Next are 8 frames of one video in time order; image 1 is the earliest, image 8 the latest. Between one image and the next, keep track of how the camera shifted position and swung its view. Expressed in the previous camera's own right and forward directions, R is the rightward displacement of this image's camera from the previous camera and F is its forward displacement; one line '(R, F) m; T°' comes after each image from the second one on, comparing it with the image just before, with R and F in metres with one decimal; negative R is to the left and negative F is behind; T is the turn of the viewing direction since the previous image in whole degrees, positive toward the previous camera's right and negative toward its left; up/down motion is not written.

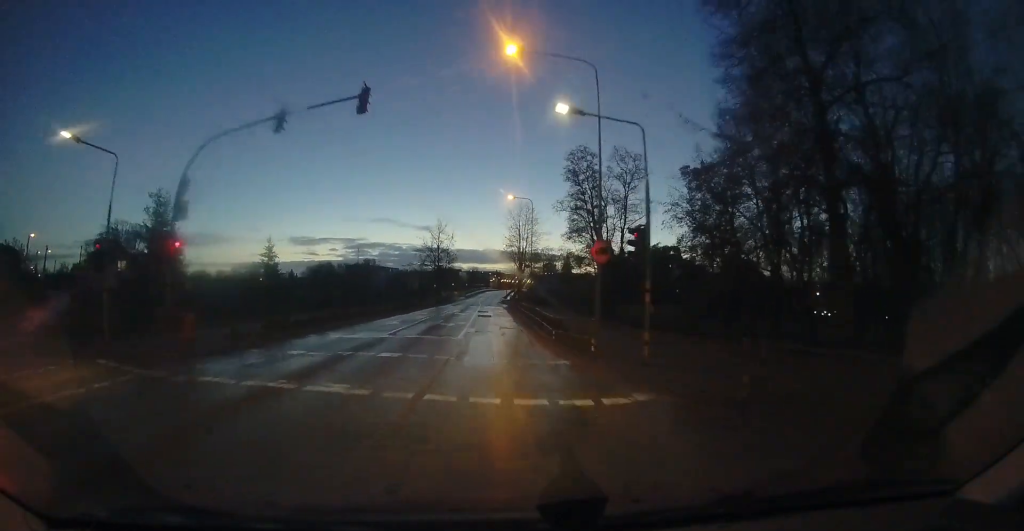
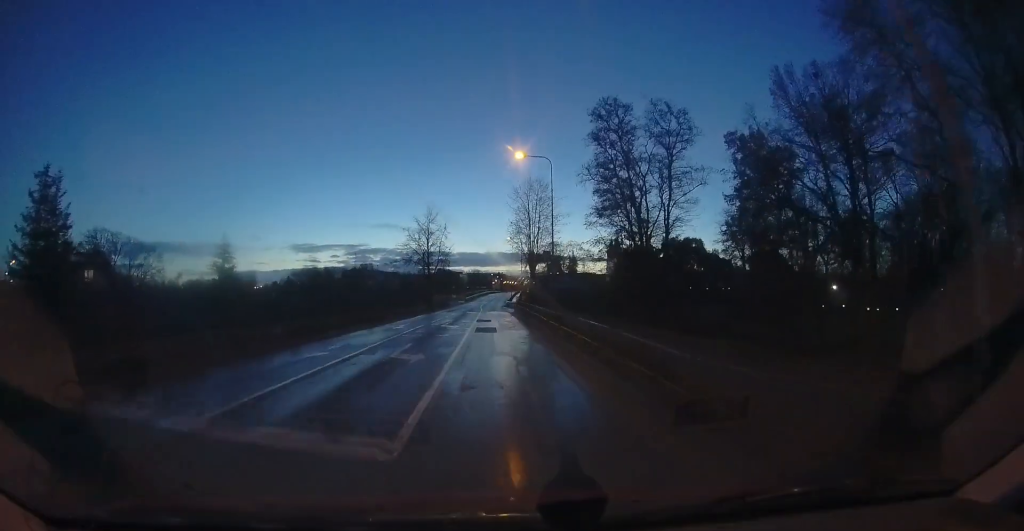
(0.0, +9.5) m; 0°
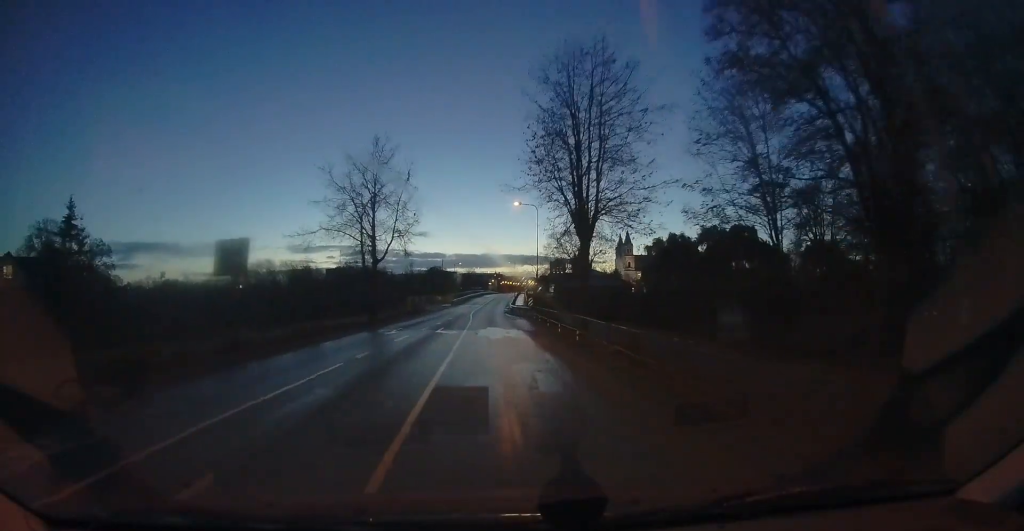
(+0.4, +18.3) m; +2°
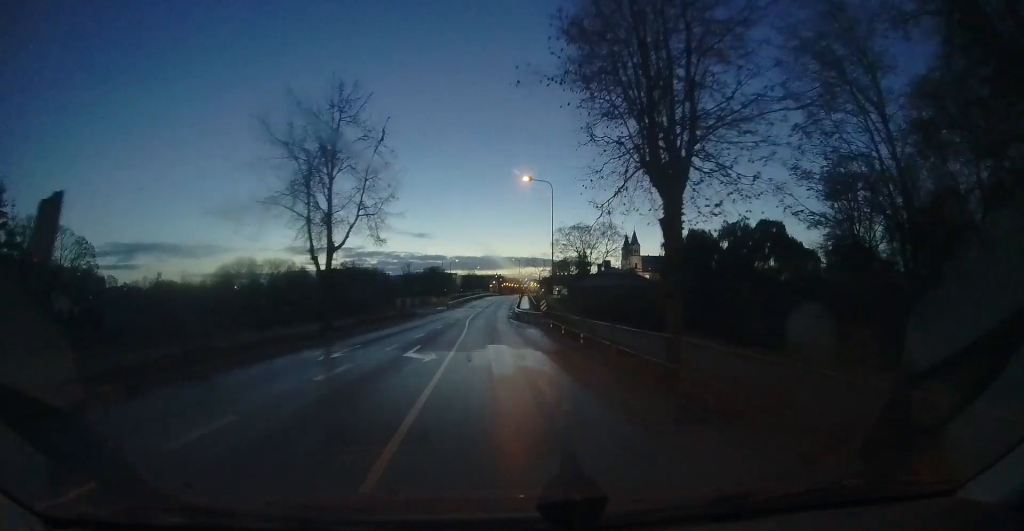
(+0.1, +6.5) m; 0°
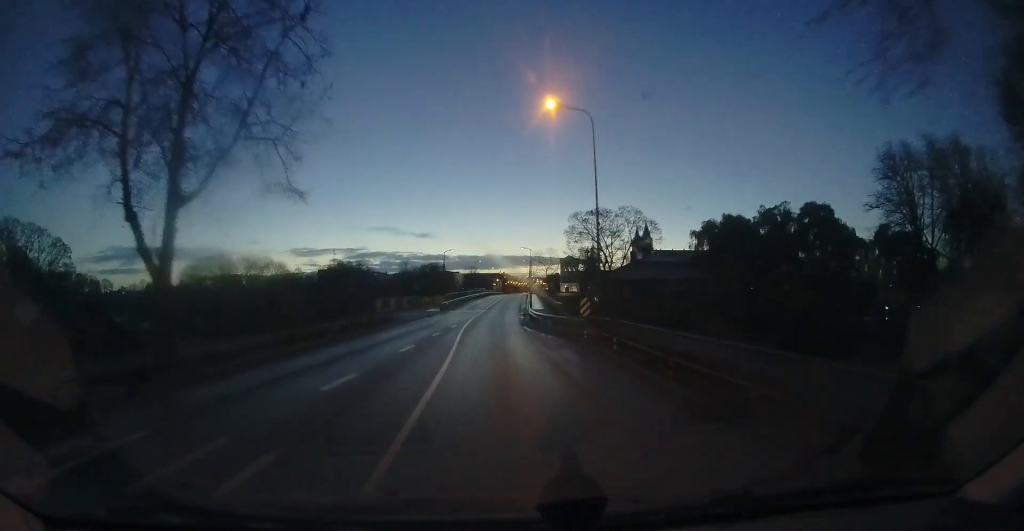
(-0.2, +9.1) m; -3°
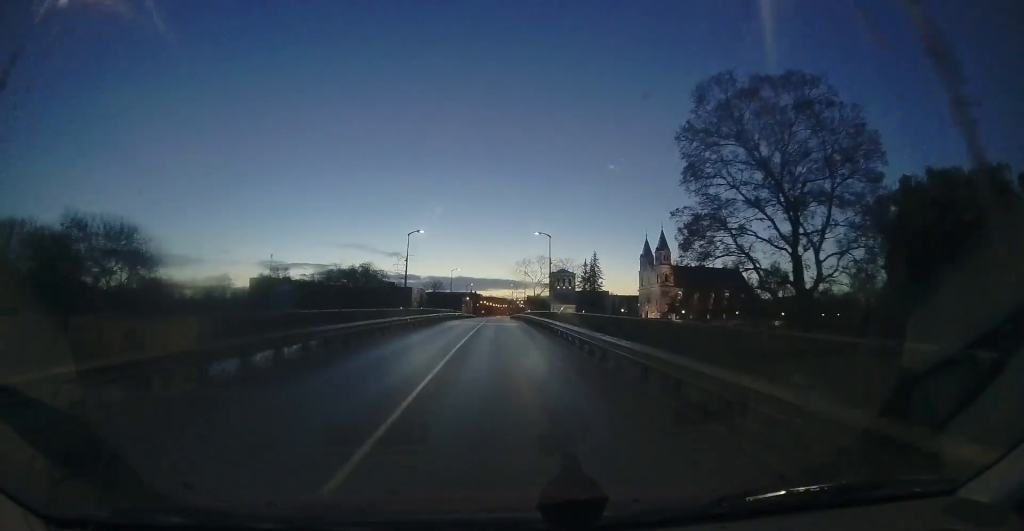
(-0.1, +35.5) m; +6°
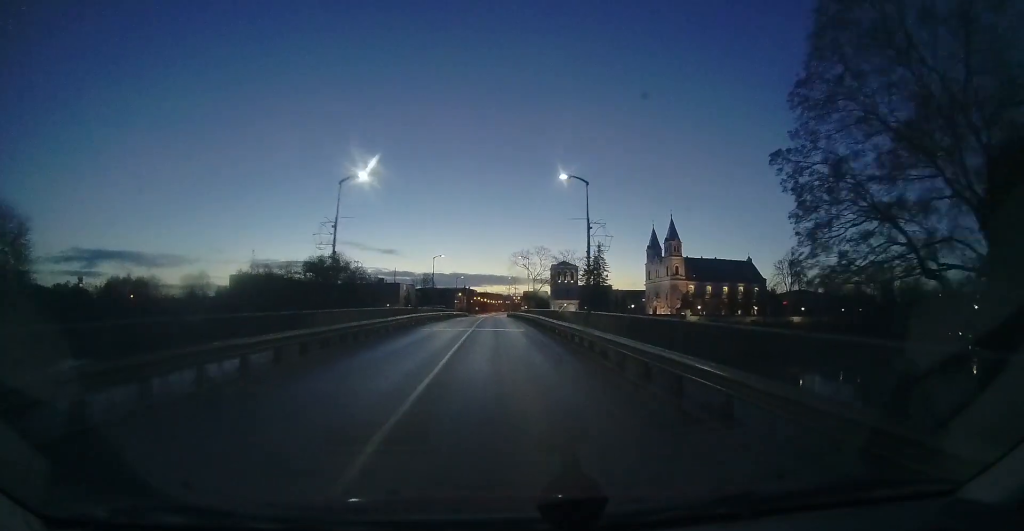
(0.0, +9.7) m; +5°
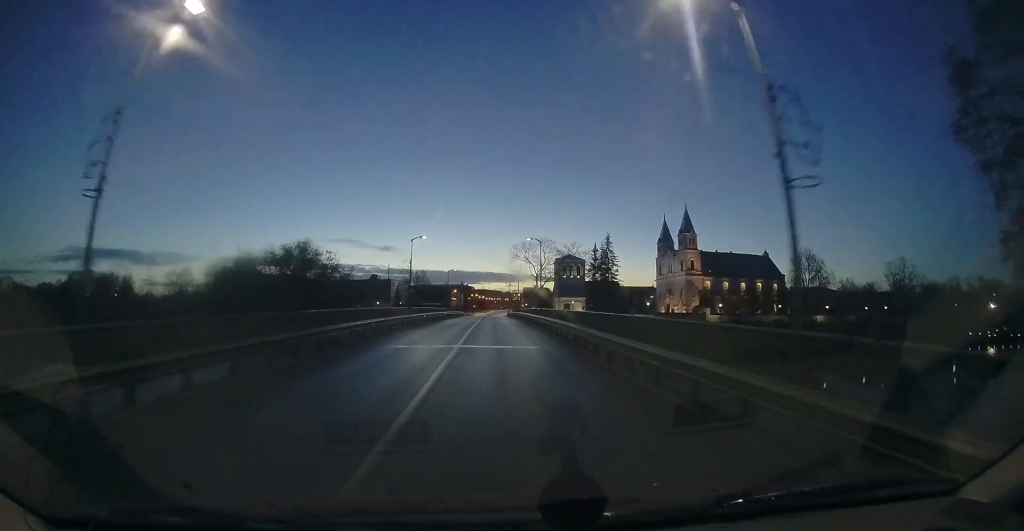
(+0.8, +8.6) m; +1°
